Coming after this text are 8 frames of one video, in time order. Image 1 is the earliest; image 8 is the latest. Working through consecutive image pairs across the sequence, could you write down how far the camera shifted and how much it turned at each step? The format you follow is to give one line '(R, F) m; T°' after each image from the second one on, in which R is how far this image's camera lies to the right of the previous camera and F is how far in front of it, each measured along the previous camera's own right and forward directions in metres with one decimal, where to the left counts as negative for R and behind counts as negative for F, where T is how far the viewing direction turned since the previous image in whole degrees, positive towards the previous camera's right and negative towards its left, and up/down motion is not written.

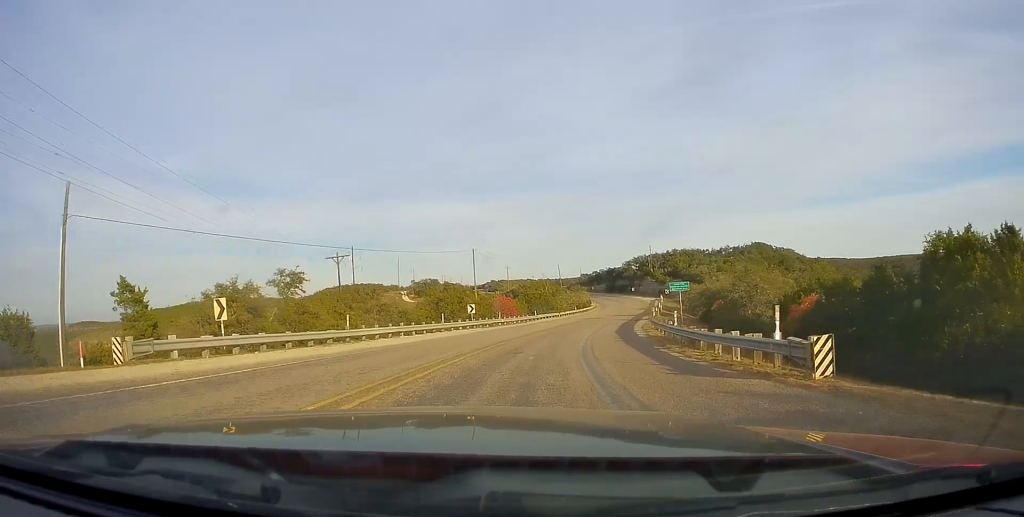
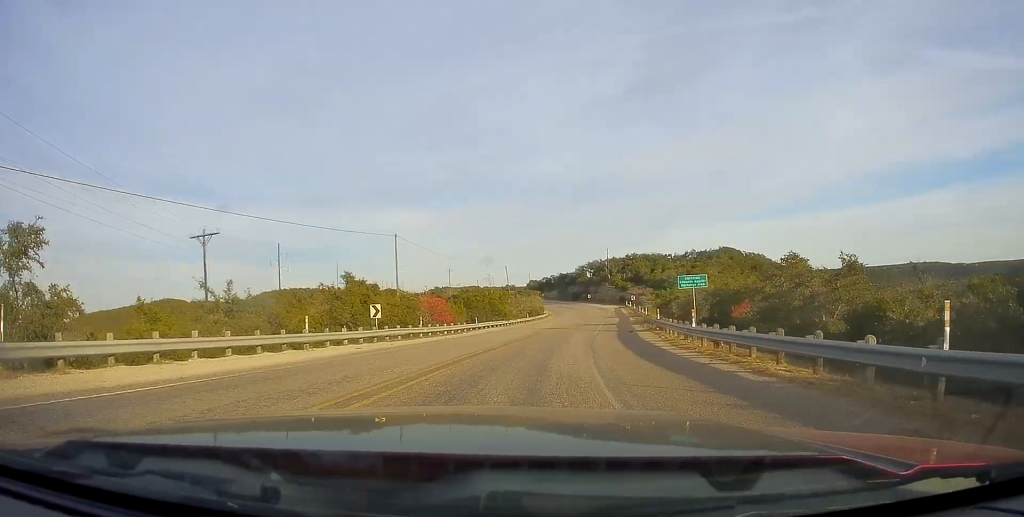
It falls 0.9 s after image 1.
(+0.9, +18.9) m; +6°
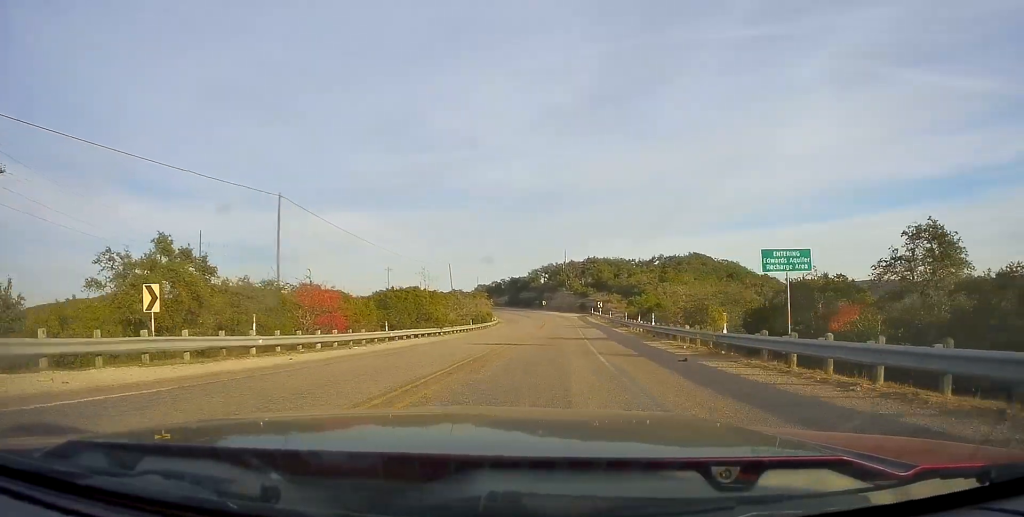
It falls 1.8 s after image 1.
(+1.0, +18.8) m; +5°
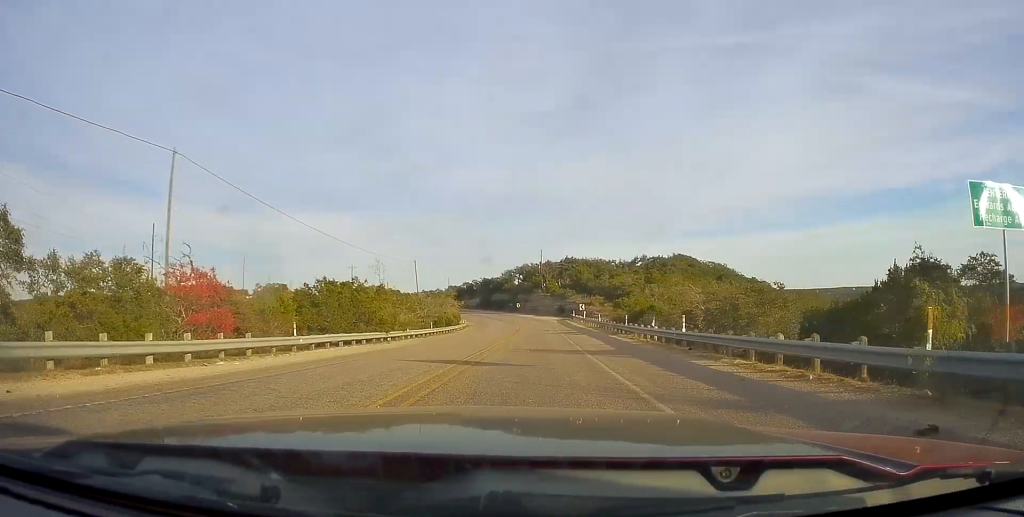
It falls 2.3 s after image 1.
(+0.2, +10.7) m; +2°
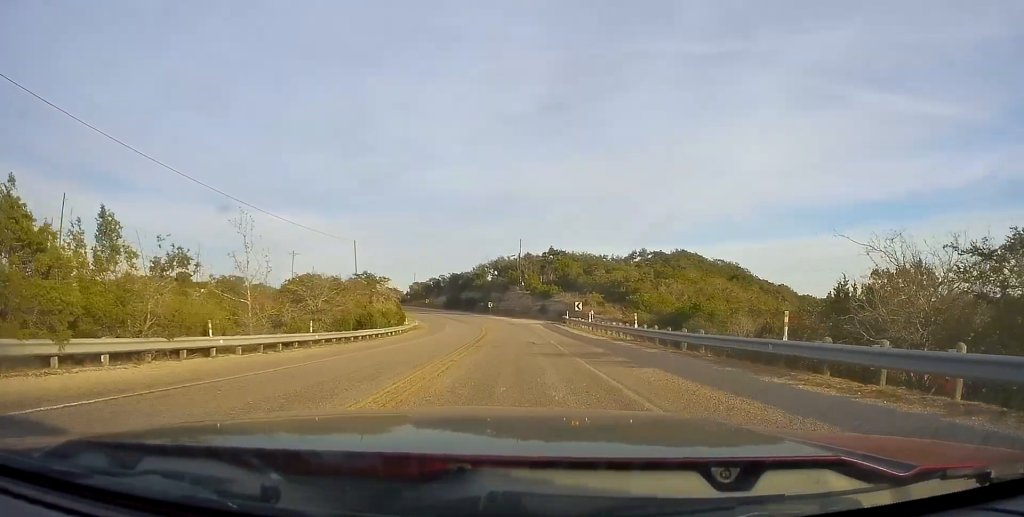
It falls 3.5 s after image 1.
(+1.0, +26.1) m; +2°
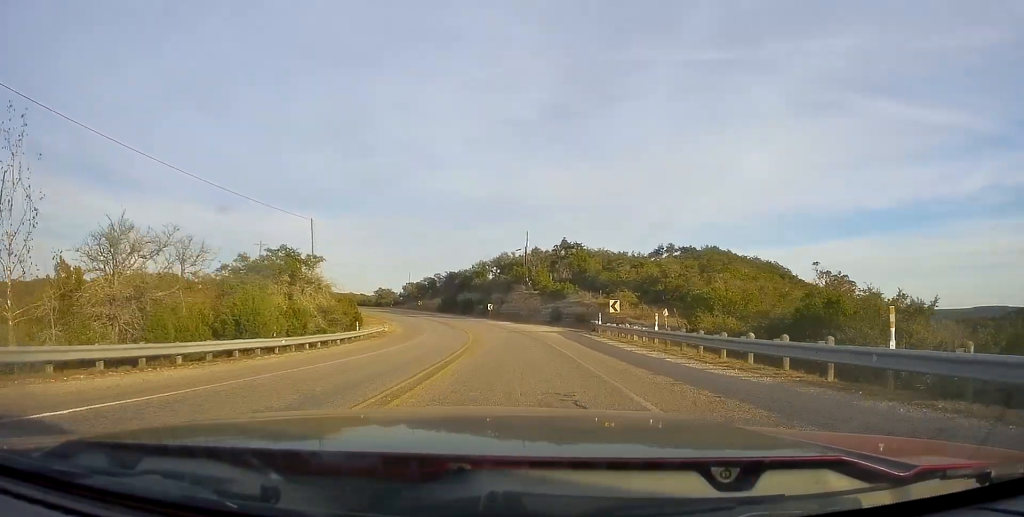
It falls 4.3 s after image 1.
(0.0, +19.4) m; 0°
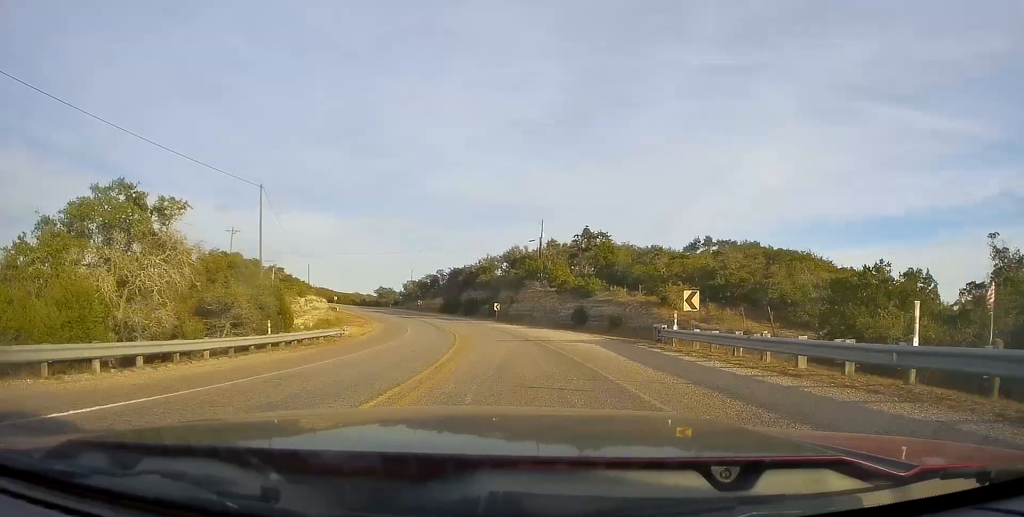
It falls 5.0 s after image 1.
(-0.1, +15.8) m; 0°
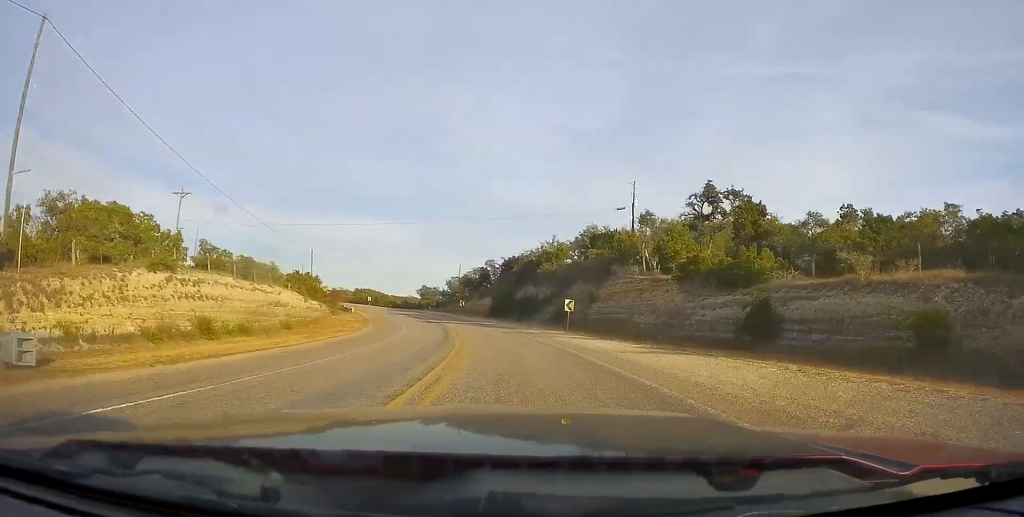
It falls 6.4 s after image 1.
(-0.6, +31.4) m; -5°
